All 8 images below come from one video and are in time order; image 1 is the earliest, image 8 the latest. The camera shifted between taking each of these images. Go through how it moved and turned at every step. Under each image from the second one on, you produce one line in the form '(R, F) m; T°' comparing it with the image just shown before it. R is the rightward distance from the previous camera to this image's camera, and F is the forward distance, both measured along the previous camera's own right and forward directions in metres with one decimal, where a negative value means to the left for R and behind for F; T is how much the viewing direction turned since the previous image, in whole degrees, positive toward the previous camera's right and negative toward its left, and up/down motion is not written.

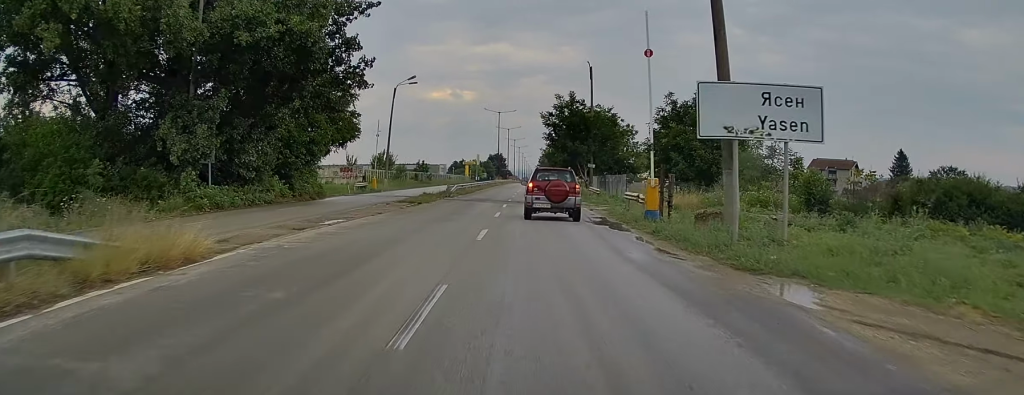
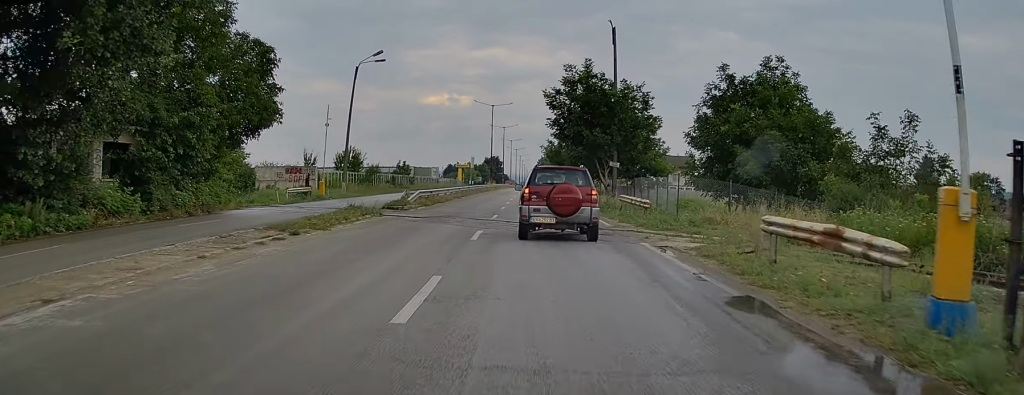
(+0.5, +18.6) m; +1°
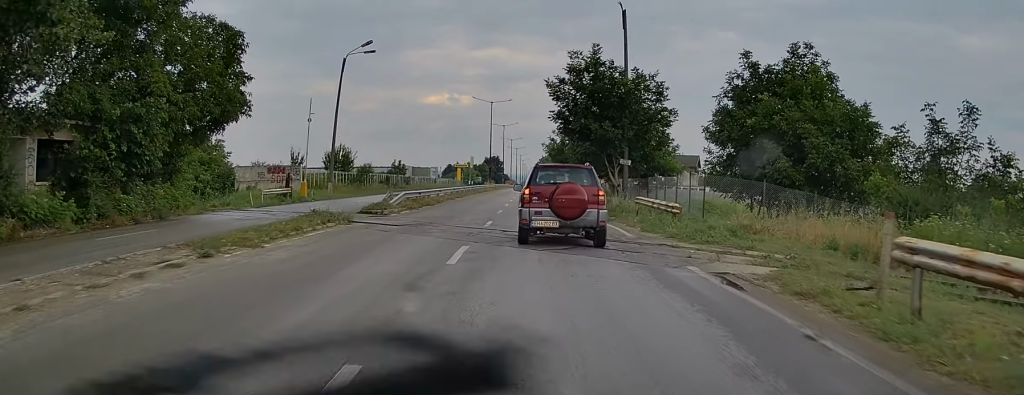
(-0.1, +4.5) m; -1°
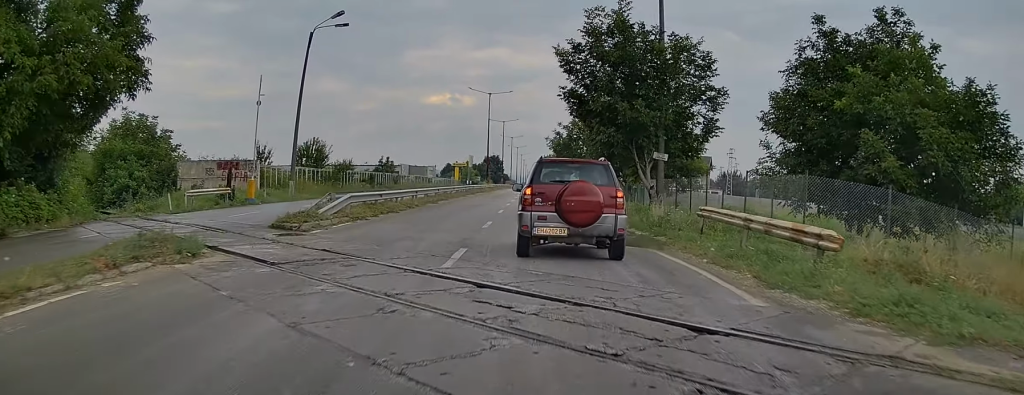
(+0.1, +8.9) m; 0°
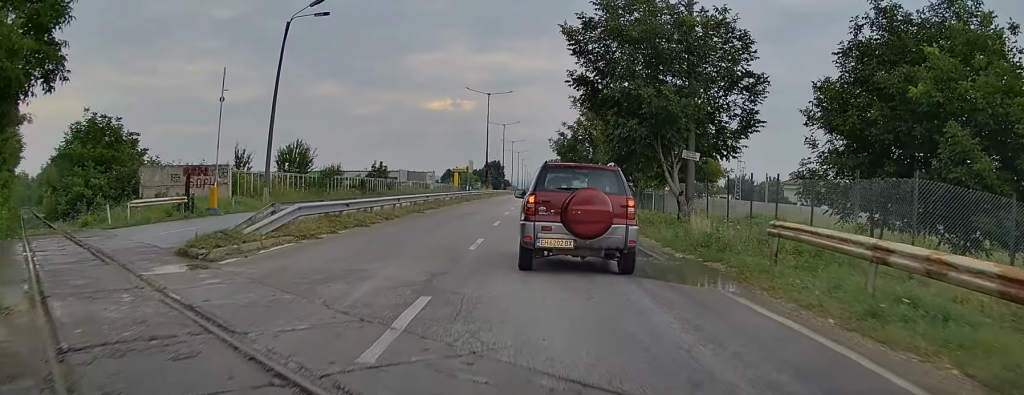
(0.0, +4.7) m; -1°
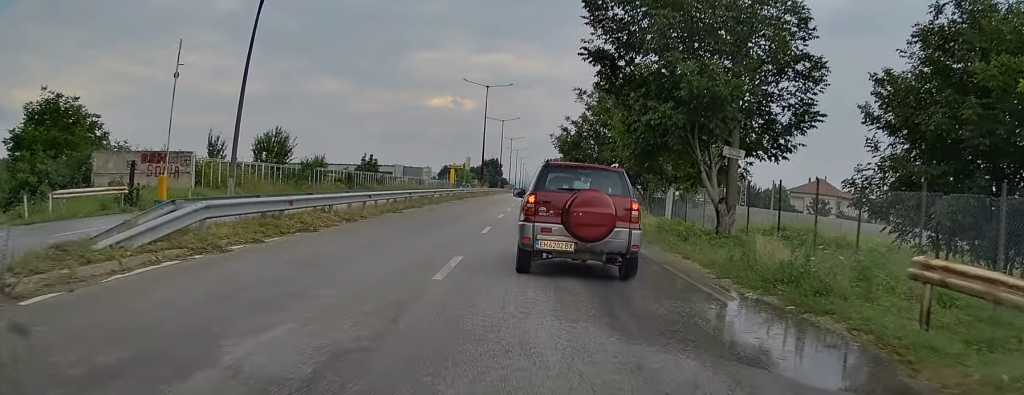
(-0.2, +4.6) m; 0°
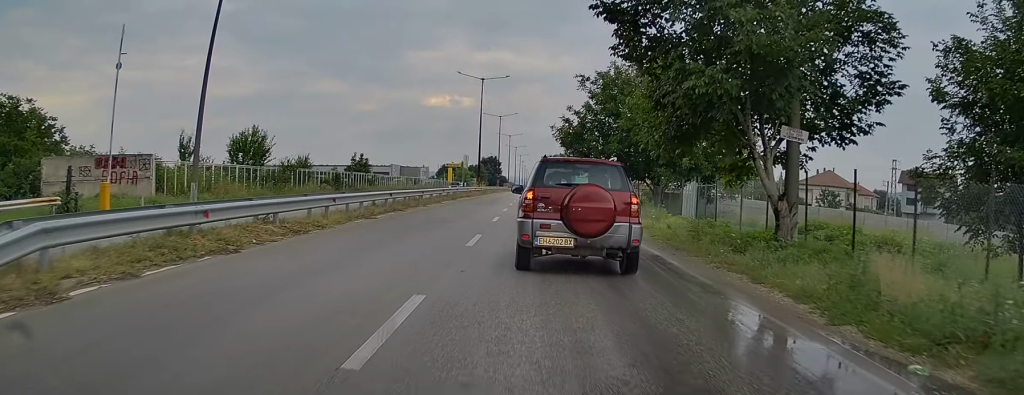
(+0.1, +4.1) m; +2°
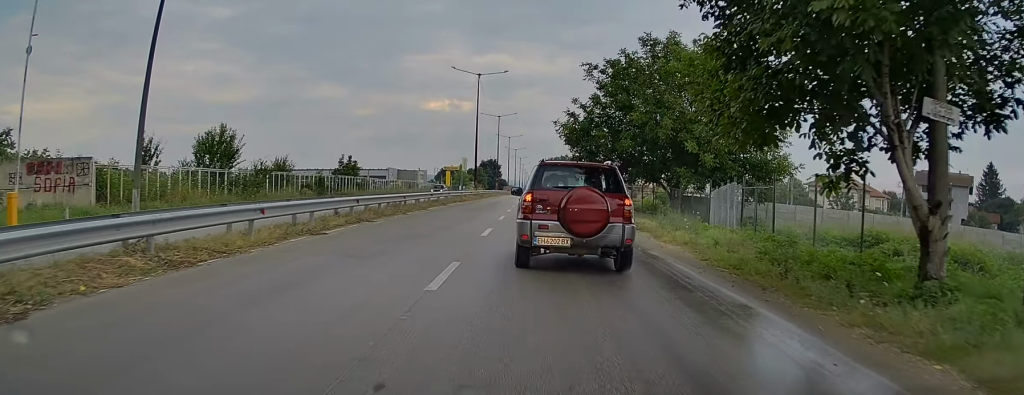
(+0.1, +5.2) m; 0°
